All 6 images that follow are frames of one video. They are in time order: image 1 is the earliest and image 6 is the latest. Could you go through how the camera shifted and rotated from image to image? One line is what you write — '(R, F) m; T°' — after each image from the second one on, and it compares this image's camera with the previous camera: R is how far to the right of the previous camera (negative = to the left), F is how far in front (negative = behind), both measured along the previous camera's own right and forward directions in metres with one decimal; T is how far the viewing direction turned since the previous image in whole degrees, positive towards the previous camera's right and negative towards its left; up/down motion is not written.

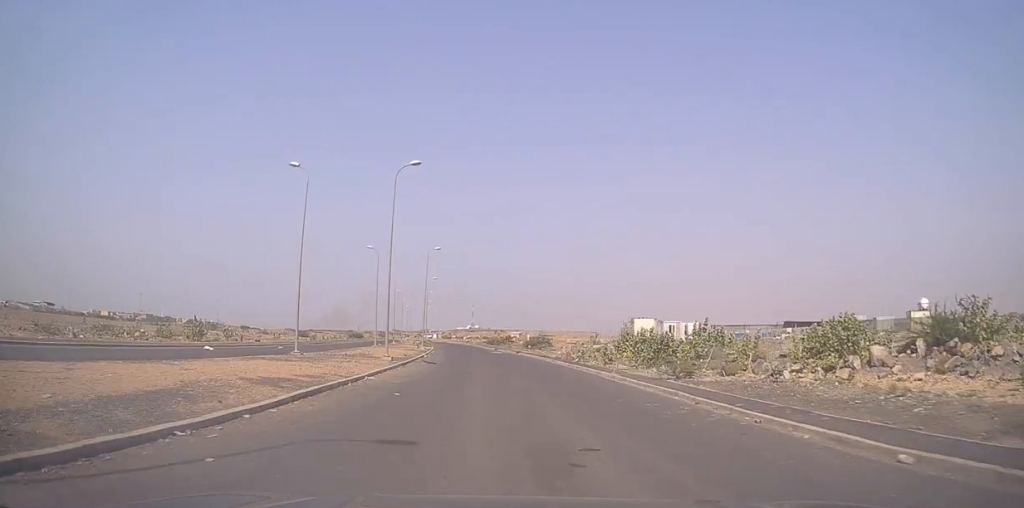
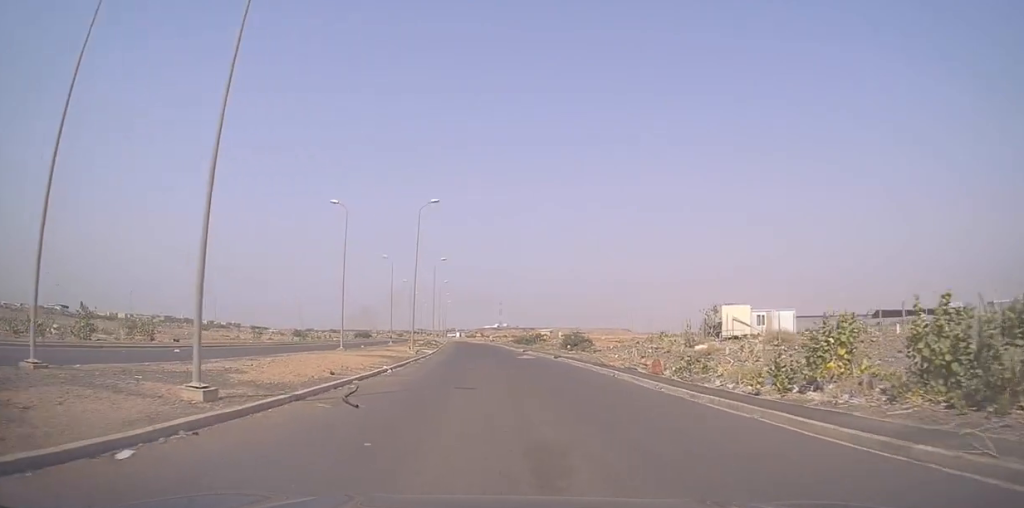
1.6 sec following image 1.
(0.0, +21.5) m; -2°
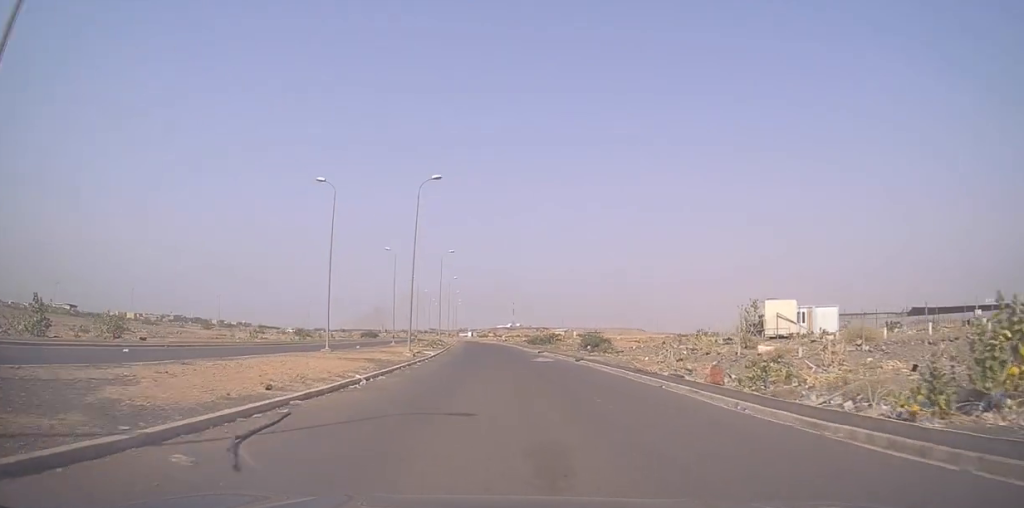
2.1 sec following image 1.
(0.0, +6.2) m; -1°
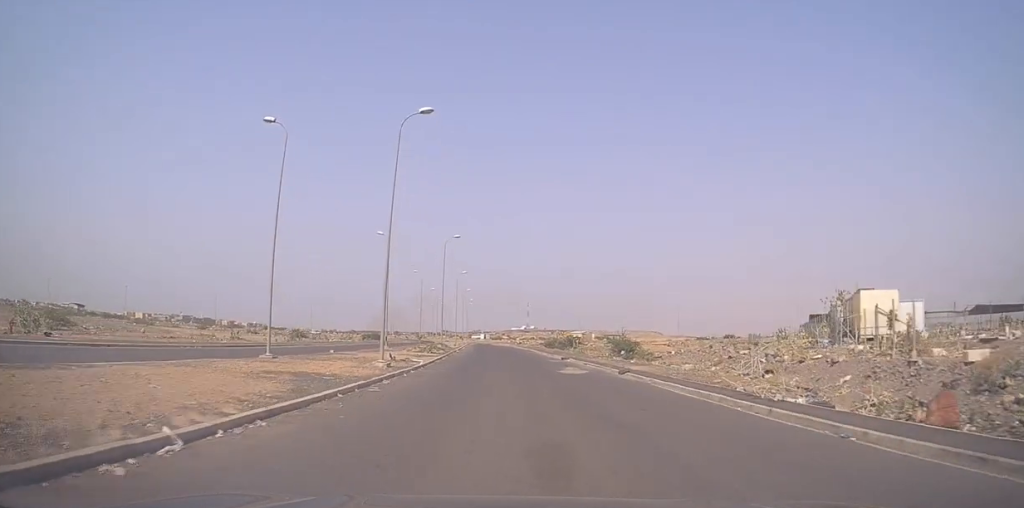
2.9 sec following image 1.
(0.0, +11.0) m; -2°
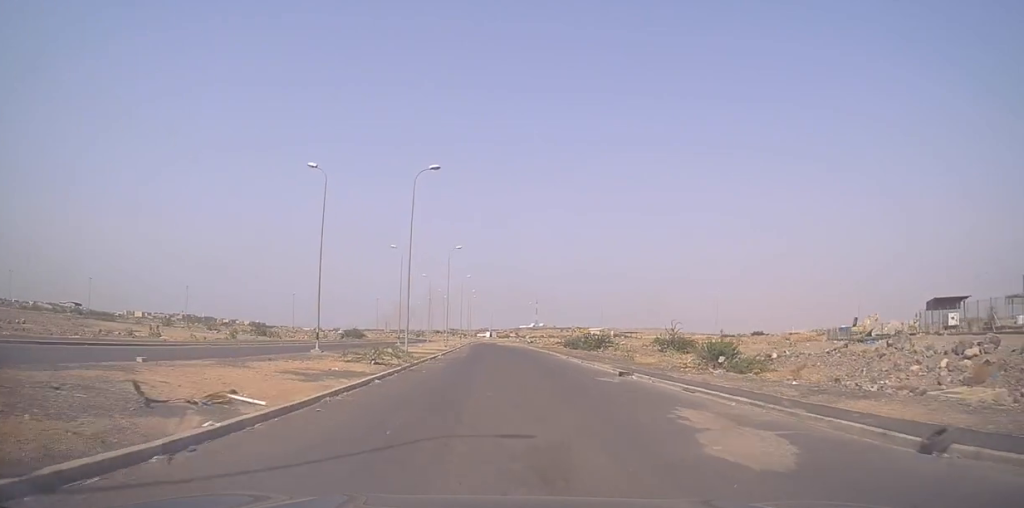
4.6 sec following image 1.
(-0.8, +21.9) m; -2°
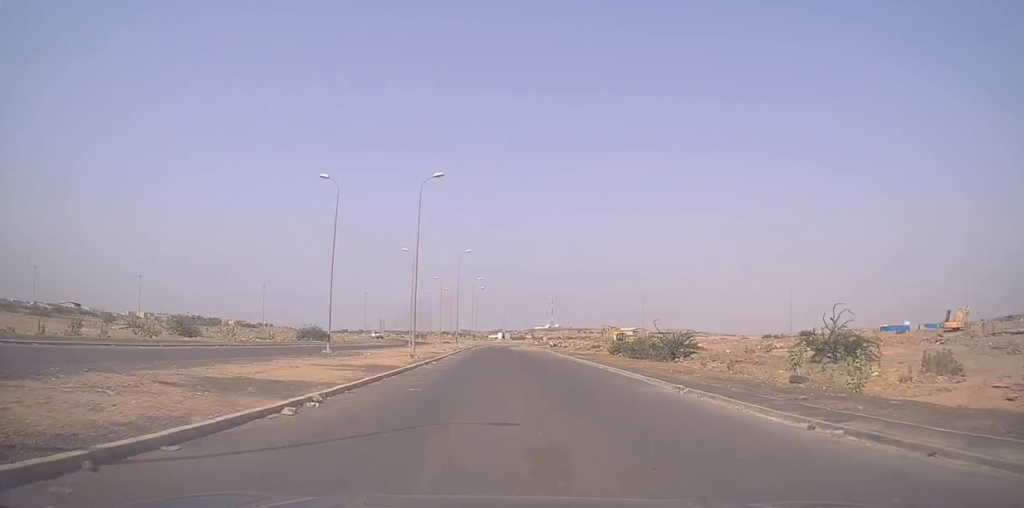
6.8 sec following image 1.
(0.0, +28.9) m; -2°
